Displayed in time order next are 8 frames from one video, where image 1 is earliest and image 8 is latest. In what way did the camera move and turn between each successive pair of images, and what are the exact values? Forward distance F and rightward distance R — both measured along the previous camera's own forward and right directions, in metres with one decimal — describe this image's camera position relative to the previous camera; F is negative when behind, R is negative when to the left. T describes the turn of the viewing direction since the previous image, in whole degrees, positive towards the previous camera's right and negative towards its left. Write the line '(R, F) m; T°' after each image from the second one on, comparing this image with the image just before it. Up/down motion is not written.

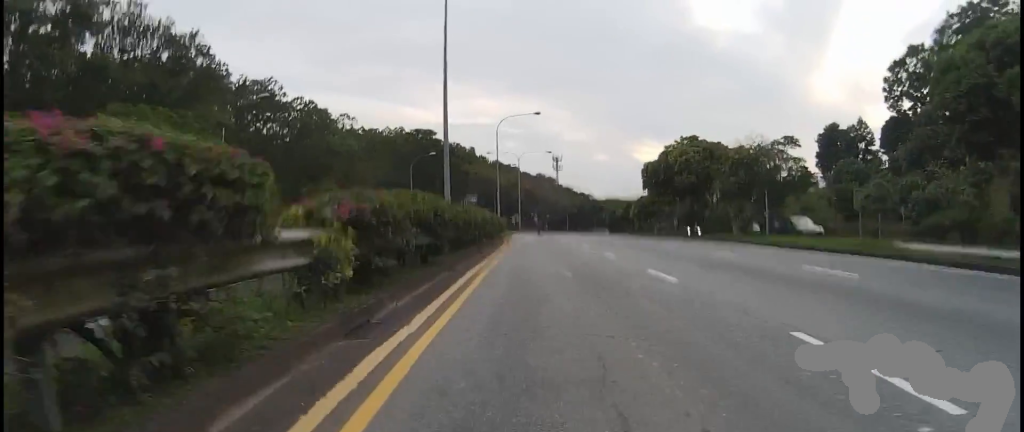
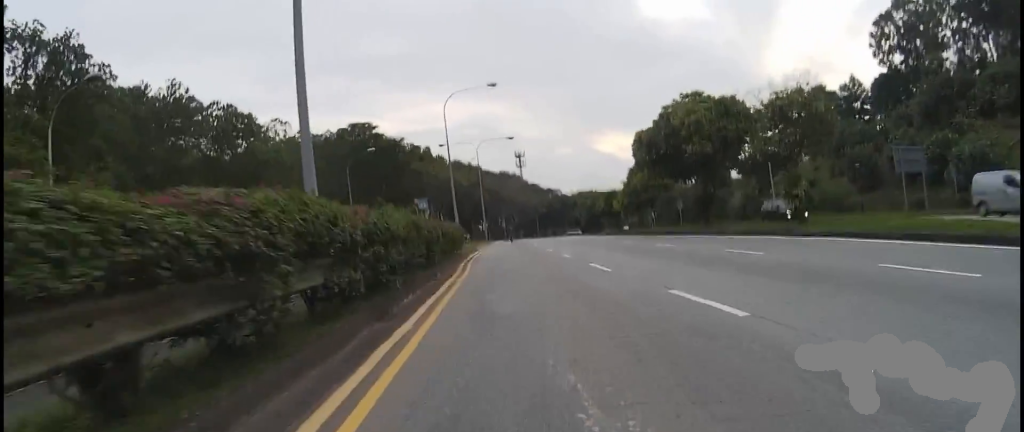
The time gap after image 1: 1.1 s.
(-1.6, +9.9) m; 0°
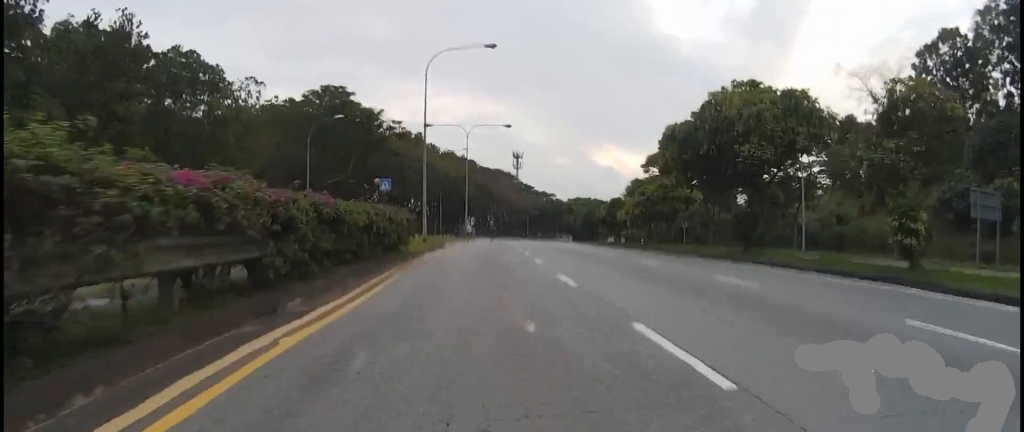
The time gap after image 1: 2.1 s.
(+1.6, +8.4) m; 0°
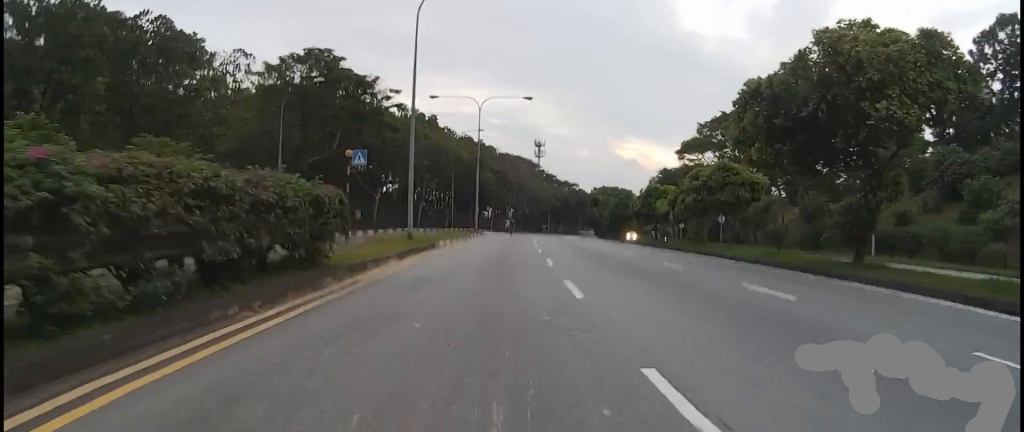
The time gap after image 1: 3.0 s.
(-1.8, +8.0) m; 0°
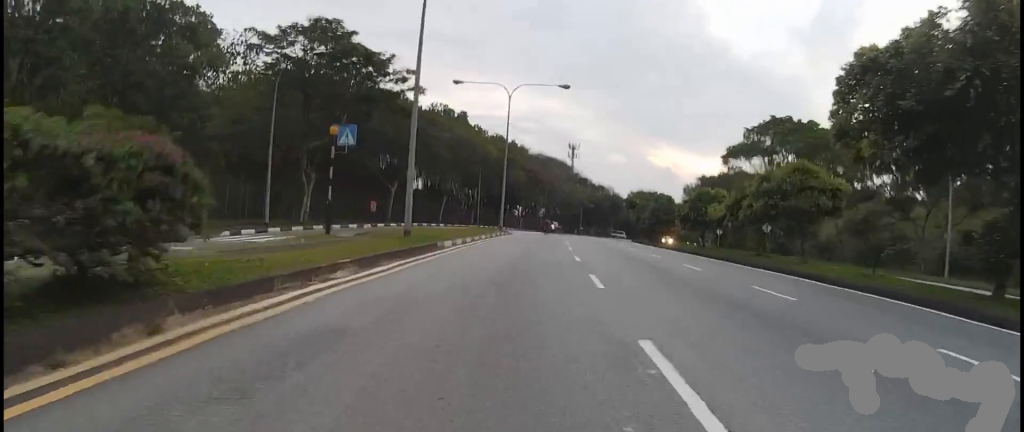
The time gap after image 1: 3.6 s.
(+1.0, +5.4) m; 0°
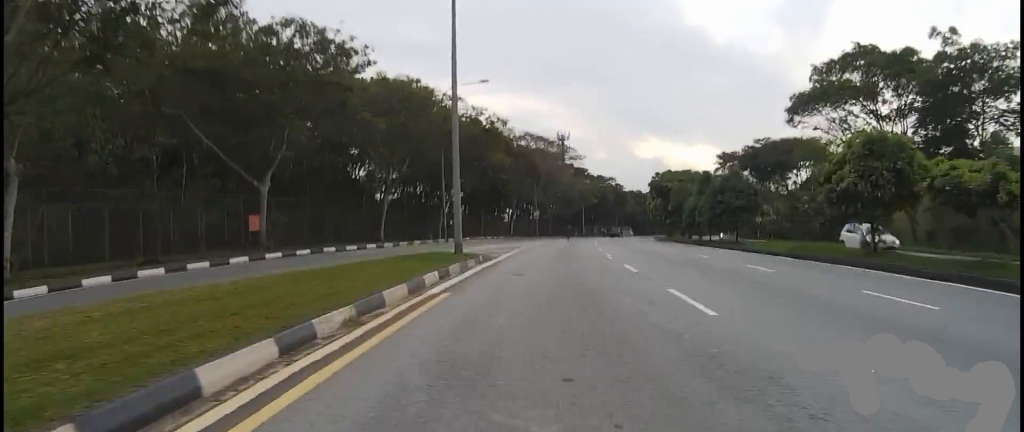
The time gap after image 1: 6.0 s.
(+0.9, +21.8) m; +13°
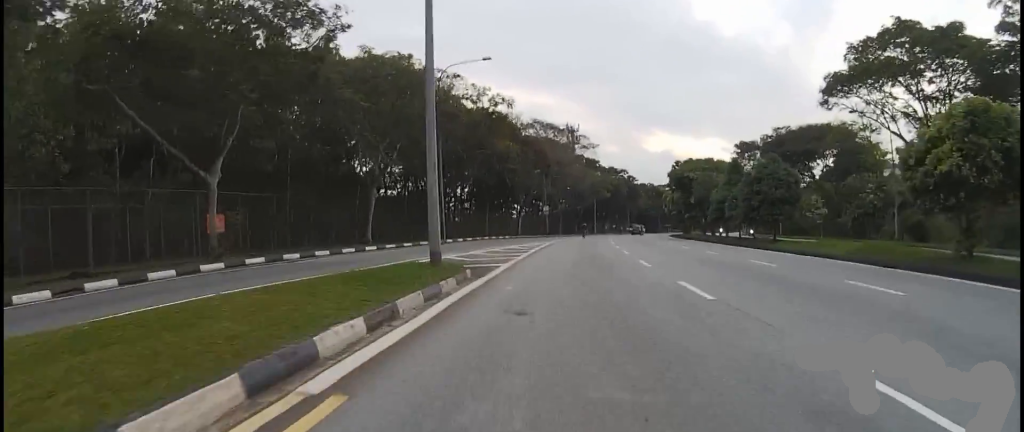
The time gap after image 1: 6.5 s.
(0.0, +4.8) m; -2°
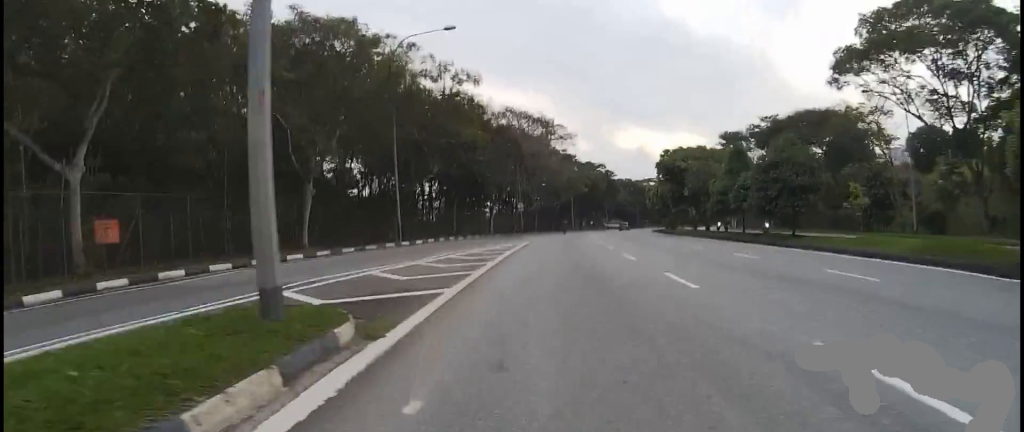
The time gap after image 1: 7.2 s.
(0.0, +5.6) m; -2°
